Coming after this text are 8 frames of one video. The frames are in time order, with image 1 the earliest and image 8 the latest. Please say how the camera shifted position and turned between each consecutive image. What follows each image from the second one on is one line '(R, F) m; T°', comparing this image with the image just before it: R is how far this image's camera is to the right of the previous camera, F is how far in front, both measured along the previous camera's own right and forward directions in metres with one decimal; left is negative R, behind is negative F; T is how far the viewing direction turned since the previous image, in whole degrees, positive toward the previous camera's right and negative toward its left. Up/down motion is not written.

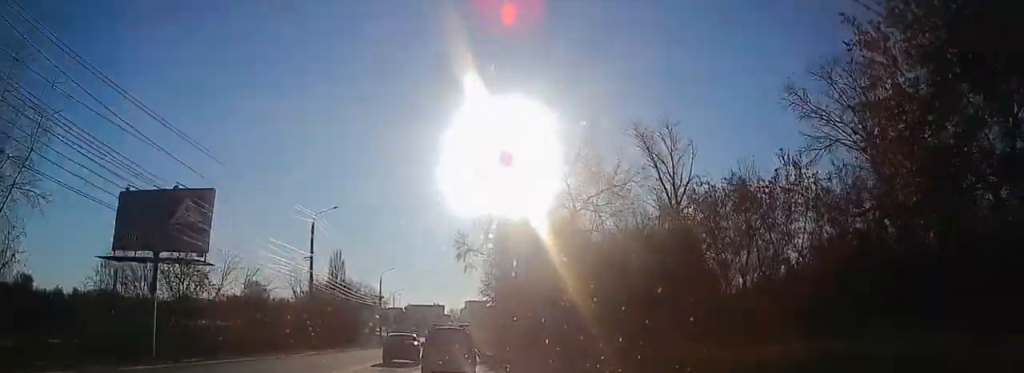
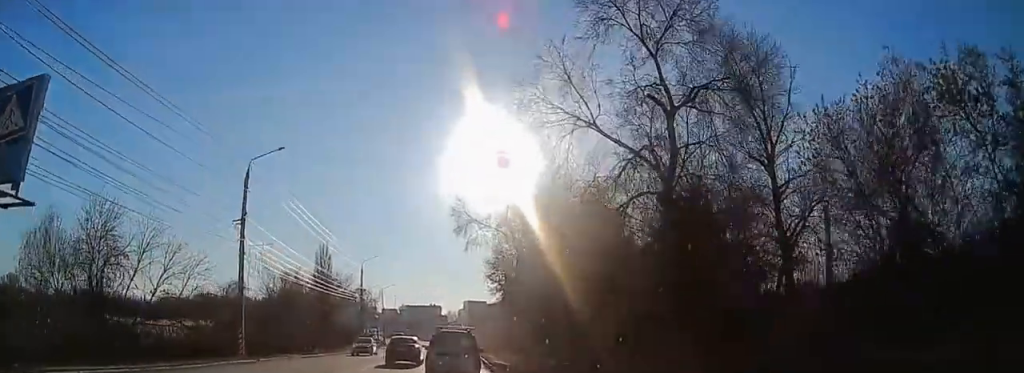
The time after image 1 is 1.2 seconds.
(-0.1, +14.5) m; -2°
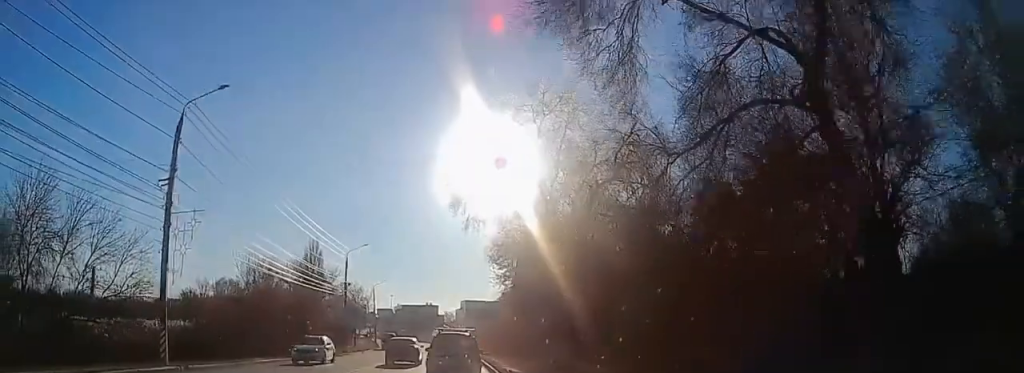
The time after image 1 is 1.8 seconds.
(-0.1, +9.2) m; 0°
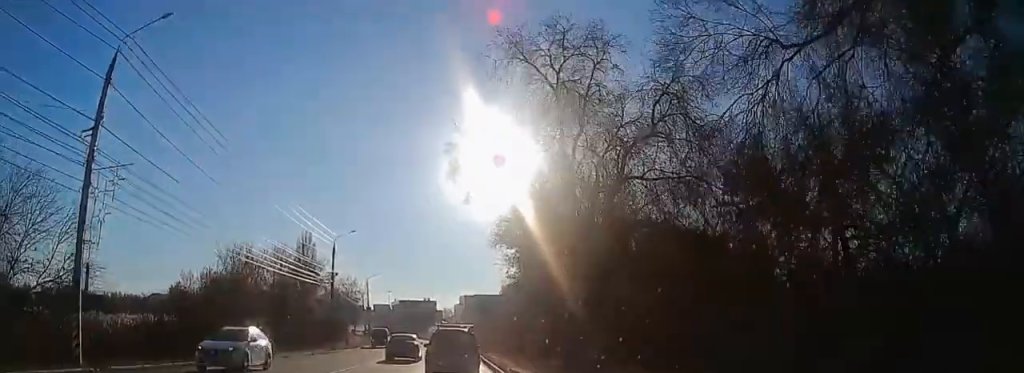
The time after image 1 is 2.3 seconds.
(-0.1, +6.7) m; 0°
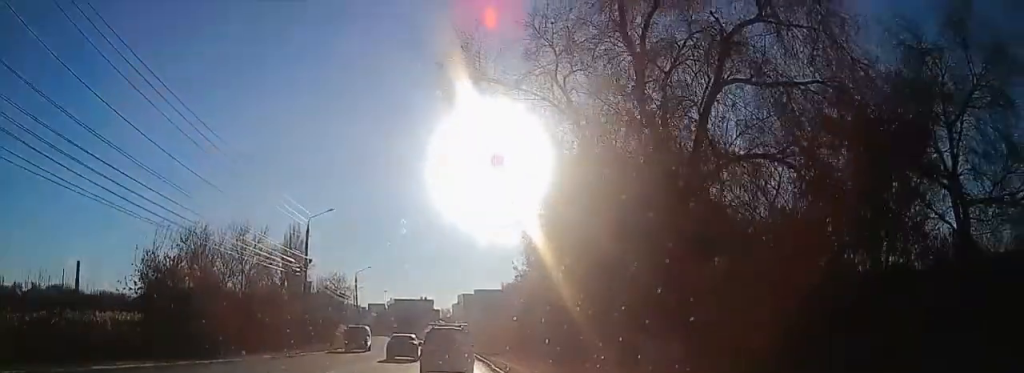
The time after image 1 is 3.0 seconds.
(+0.2, +11.1) m; +1°
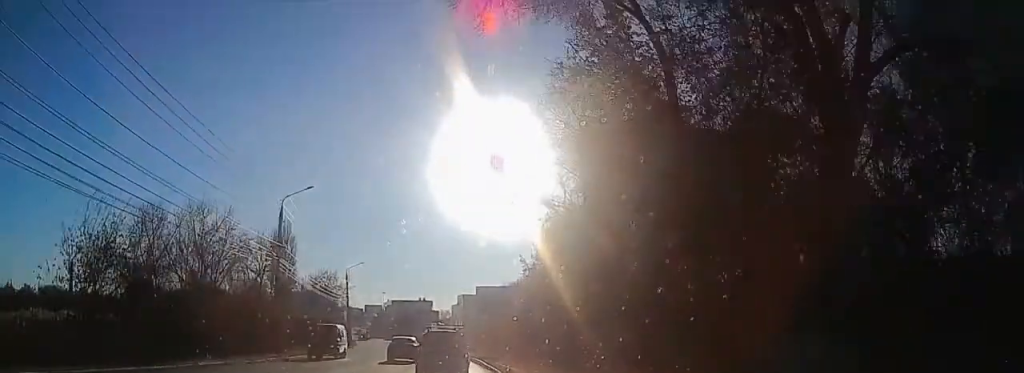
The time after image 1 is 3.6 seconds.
(+0.1, +8.0) m; +1°
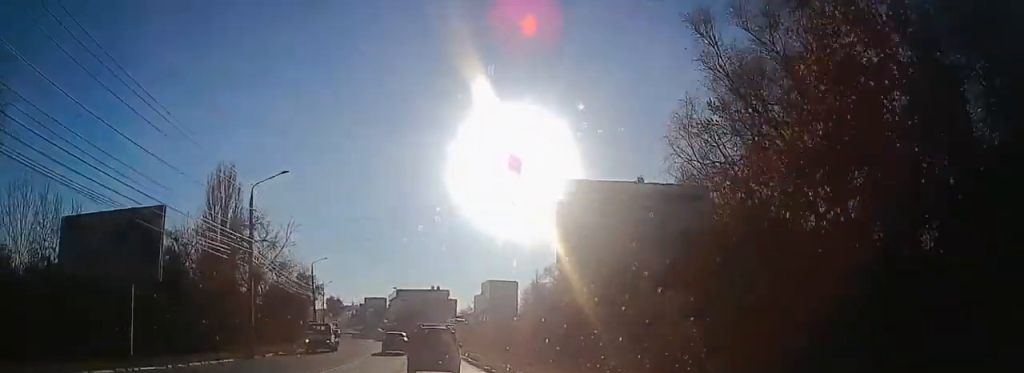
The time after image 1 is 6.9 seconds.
(-0.2, +46.4) m; -2°
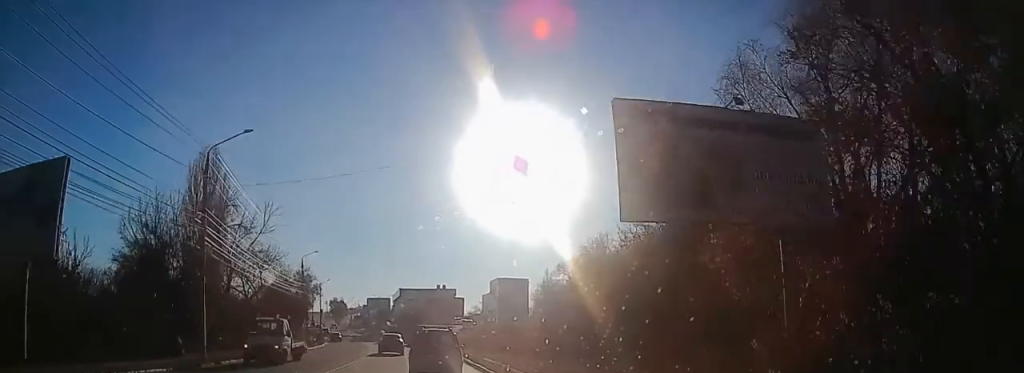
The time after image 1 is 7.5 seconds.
(-0.1, +7.7) m; -1°
